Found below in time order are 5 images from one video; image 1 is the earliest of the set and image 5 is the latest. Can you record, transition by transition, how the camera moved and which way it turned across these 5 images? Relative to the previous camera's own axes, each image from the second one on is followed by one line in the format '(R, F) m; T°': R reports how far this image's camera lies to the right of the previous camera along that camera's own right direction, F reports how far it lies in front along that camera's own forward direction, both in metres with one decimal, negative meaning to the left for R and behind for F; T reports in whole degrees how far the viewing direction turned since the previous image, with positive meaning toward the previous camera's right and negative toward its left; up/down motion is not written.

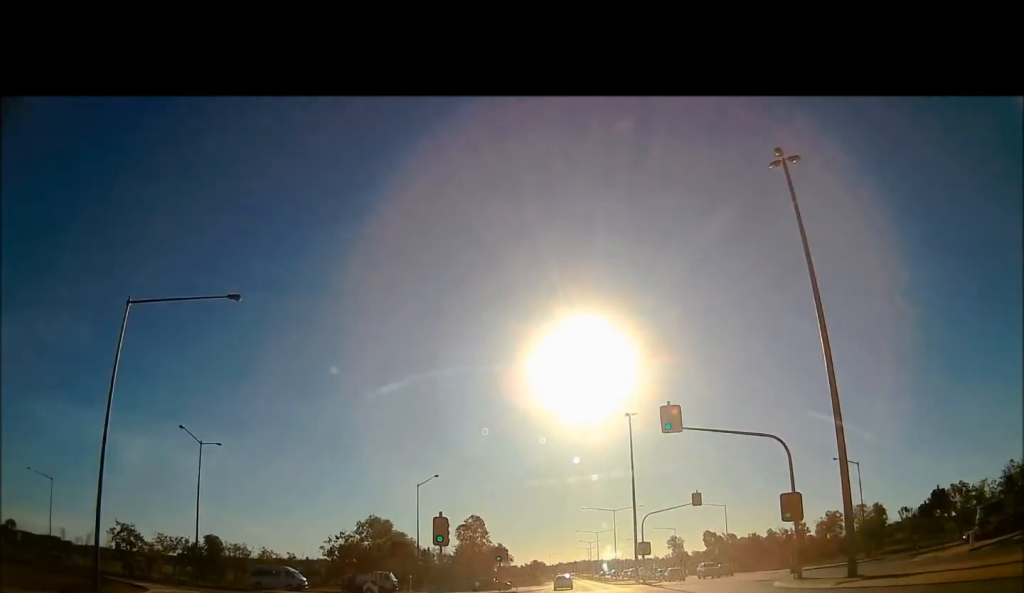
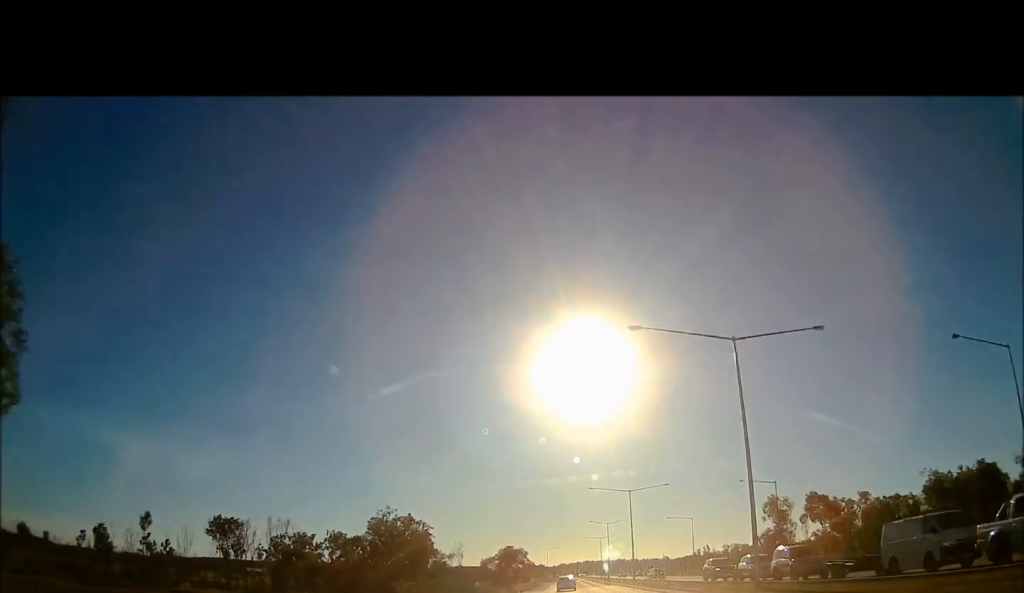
(+0.4, +80.8) m; -1°
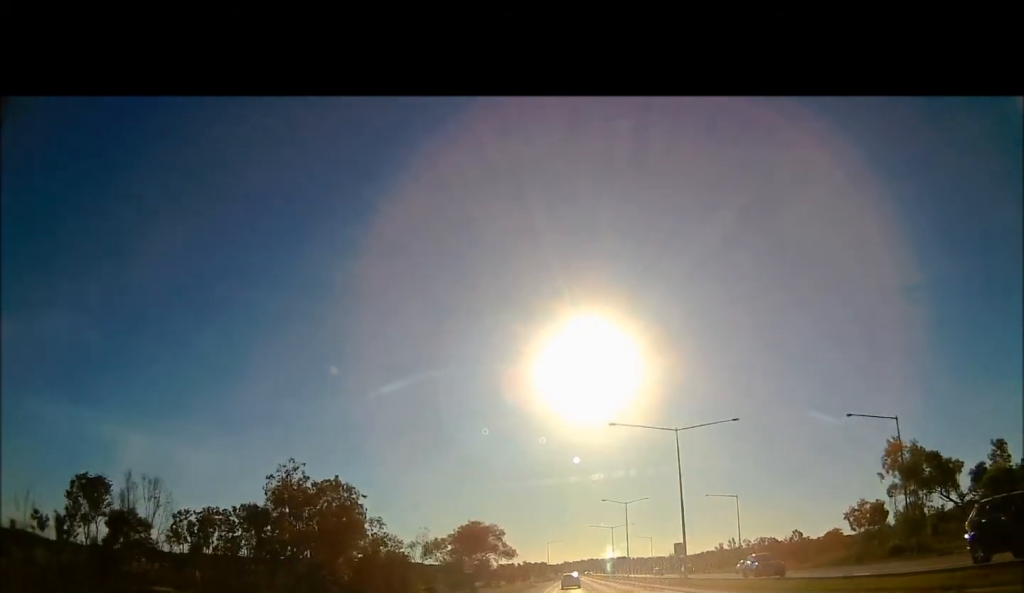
(-0.7, +35.1) m; 0°
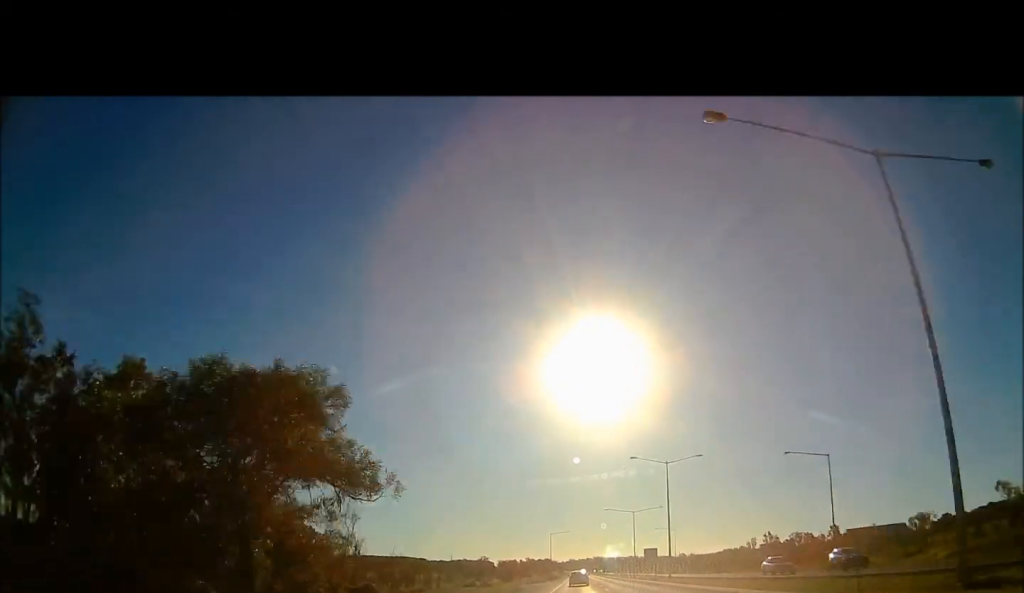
(+0.9, +35.0) m; 0°
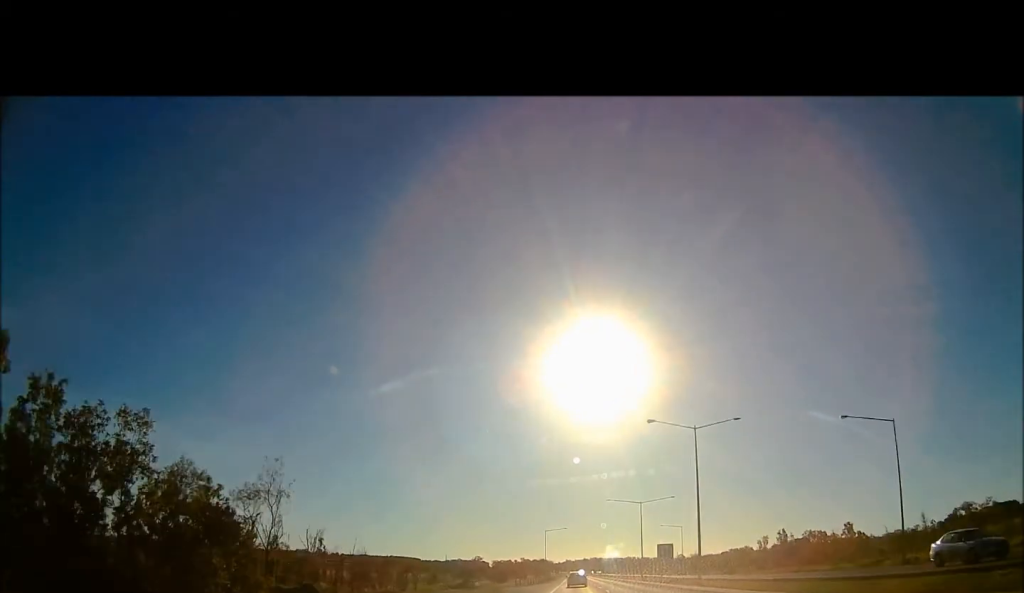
(-0.7, +14.7) m; 0°
